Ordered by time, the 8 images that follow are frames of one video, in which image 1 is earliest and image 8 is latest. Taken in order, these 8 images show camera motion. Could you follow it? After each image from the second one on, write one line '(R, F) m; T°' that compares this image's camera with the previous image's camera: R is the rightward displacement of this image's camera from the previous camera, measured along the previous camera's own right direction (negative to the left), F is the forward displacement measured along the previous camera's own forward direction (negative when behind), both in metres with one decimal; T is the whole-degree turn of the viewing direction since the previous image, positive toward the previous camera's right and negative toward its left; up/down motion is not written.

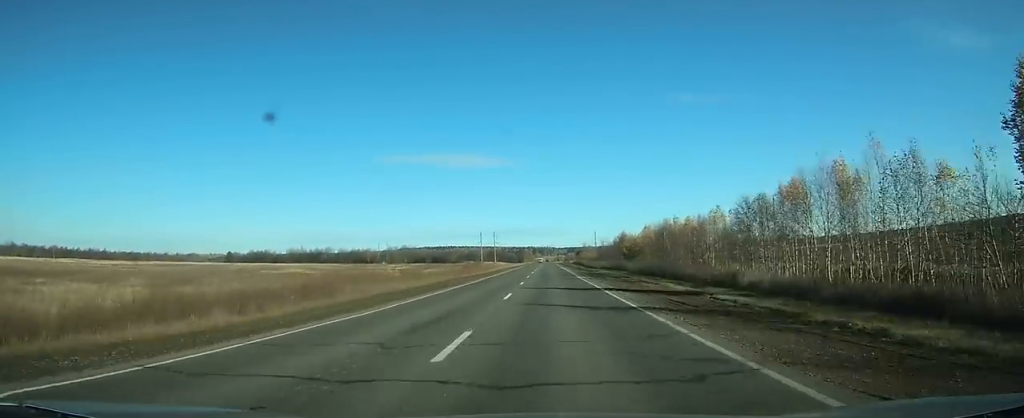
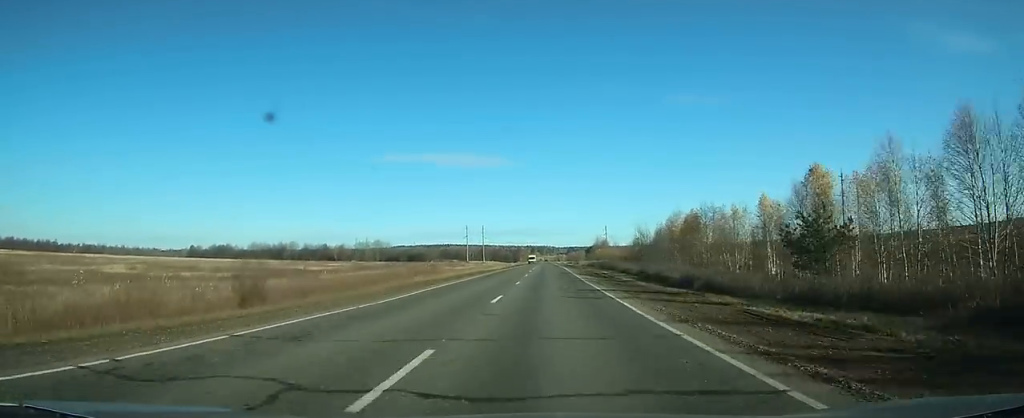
(0.0, +74.3) m; 0°
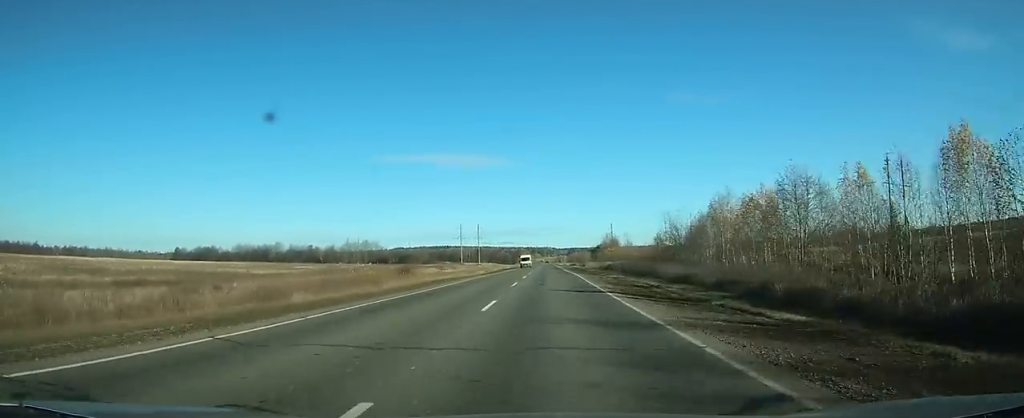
(0.0, +26.6) m; 0°
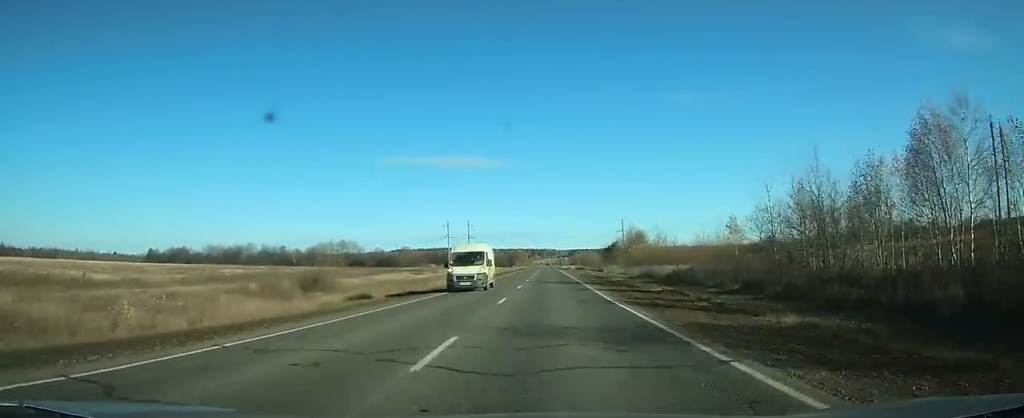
(0.0, +42.8) m; 0°
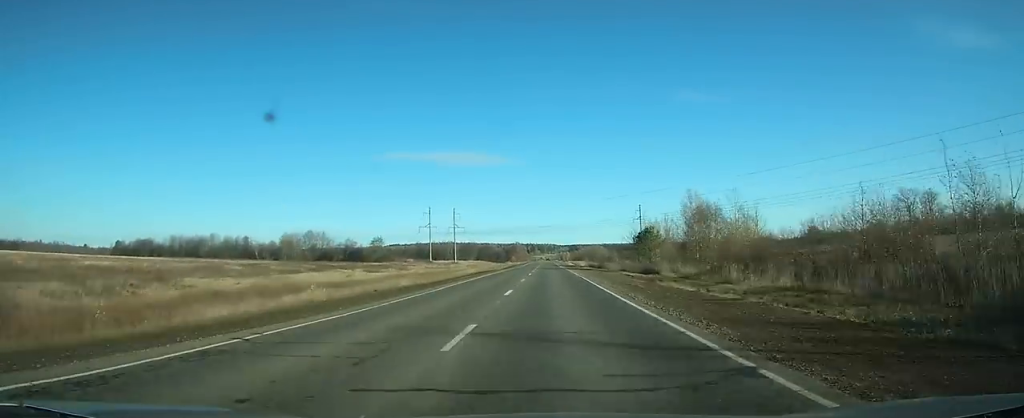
(+0.1, +46.5) m; 0°
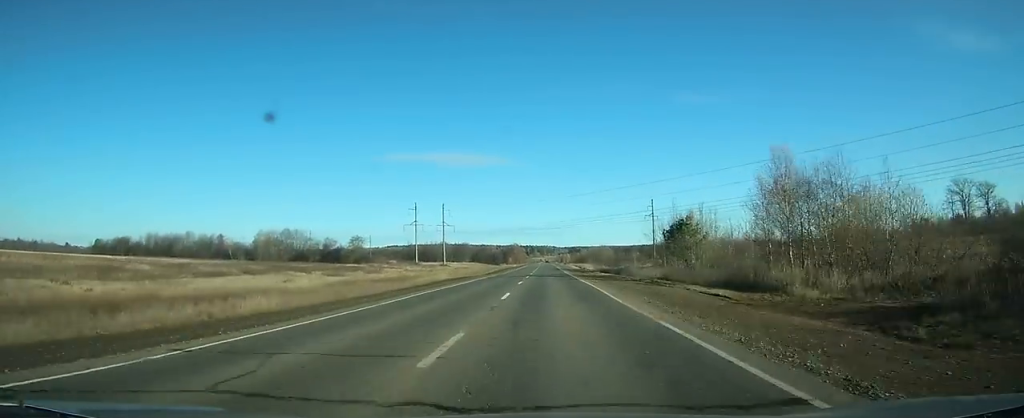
(0.0, +25.2) m; 0°
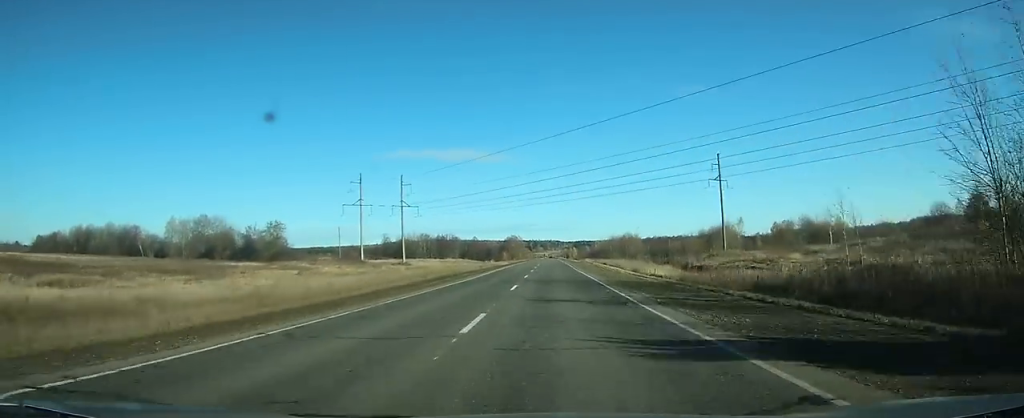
(+0.2, +68.5) m; 0°
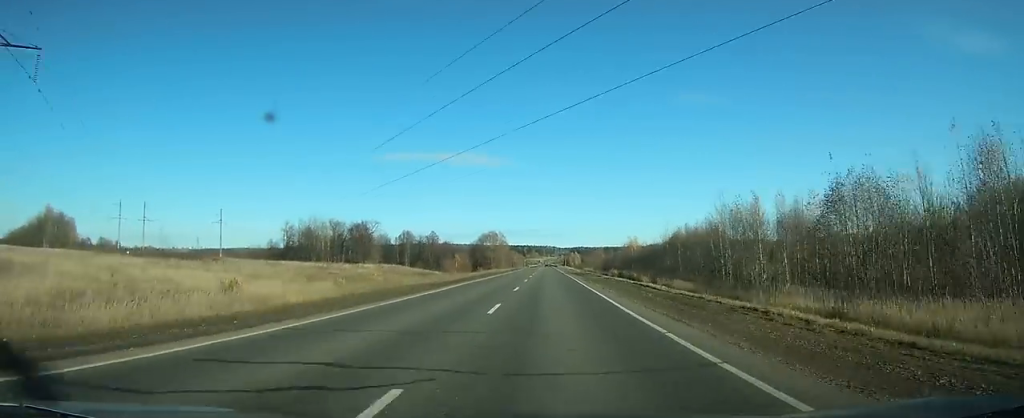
(-1.2, +126.7) m; -1°
